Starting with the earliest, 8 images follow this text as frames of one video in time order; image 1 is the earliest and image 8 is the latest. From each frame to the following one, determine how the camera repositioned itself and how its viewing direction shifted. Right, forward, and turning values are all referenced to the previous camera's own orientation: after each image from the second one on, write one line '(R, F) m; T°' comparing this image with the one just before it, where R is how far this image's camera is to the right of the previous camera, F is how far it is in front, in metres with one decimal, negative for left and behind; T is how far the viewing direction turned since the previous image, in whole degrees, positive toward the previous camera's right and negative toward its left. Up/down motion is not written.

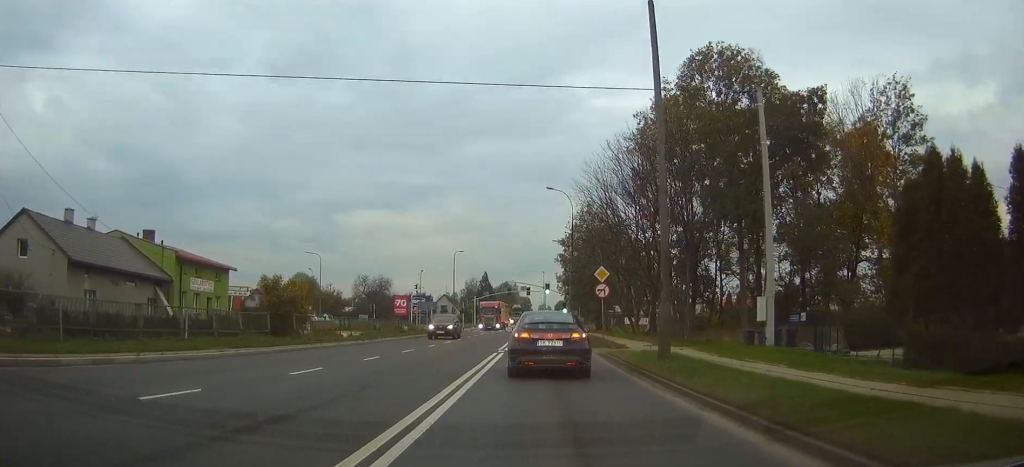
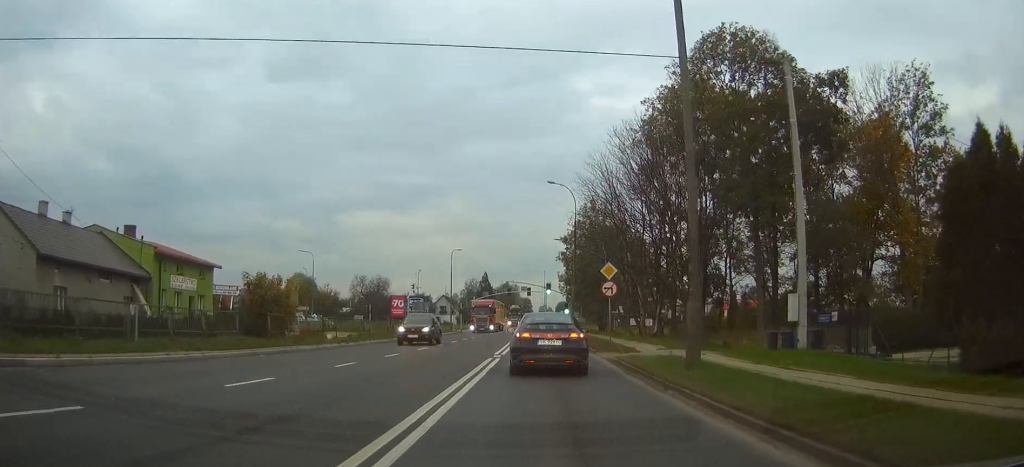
(0.0, +3.1) m; 0°
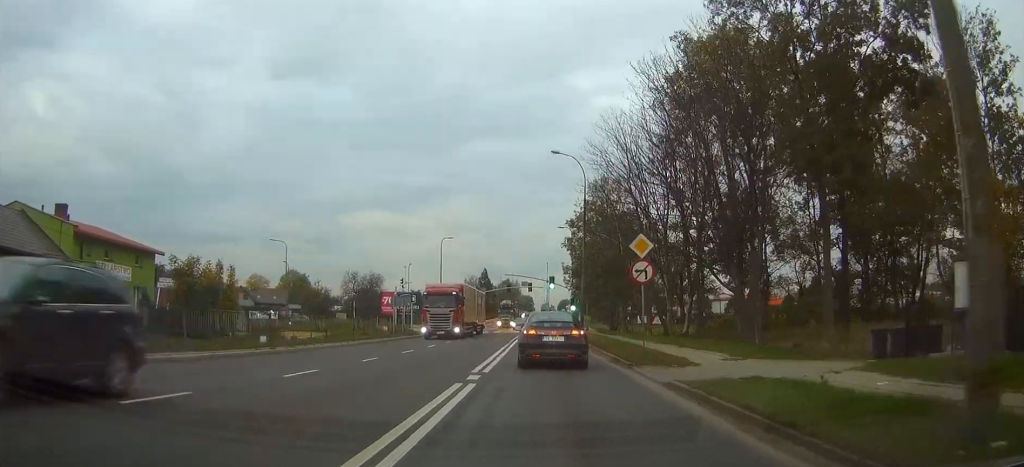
(+0.1, +9.5) m; +1°
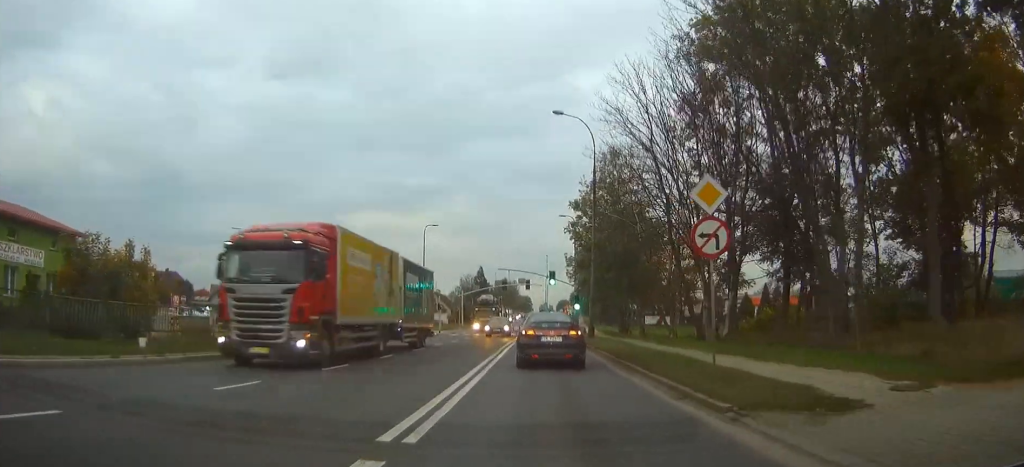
(0.0, +9.0) m; +1°
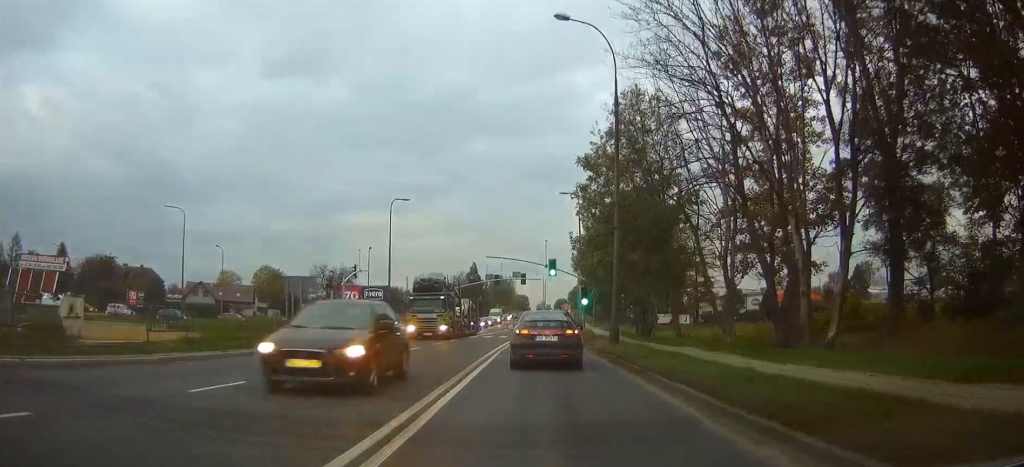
(+0.1, +12.1) m; +1°
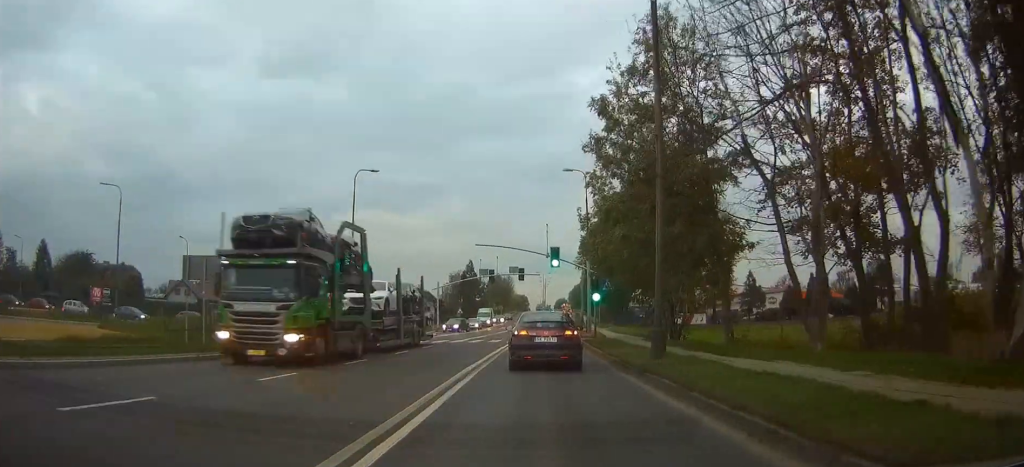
(0.0, +9.0) m; 0°
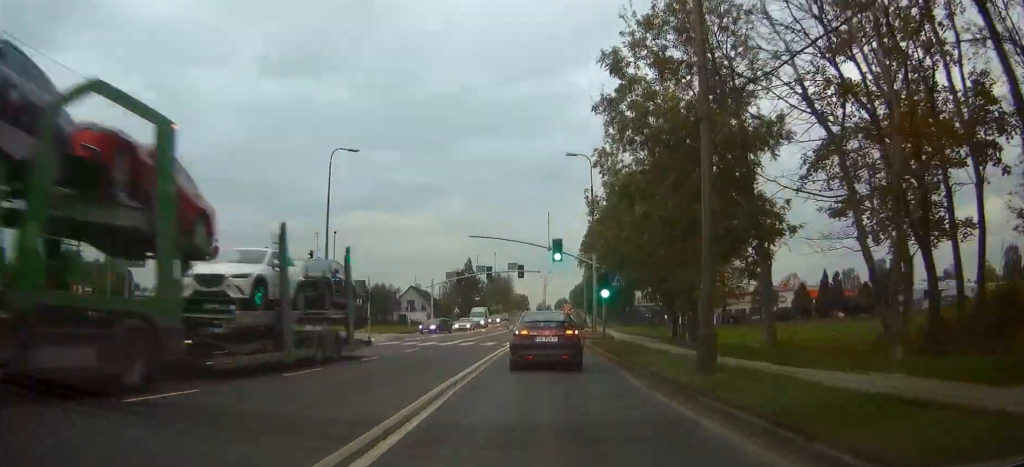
(0.0, +4.2) m; 0°
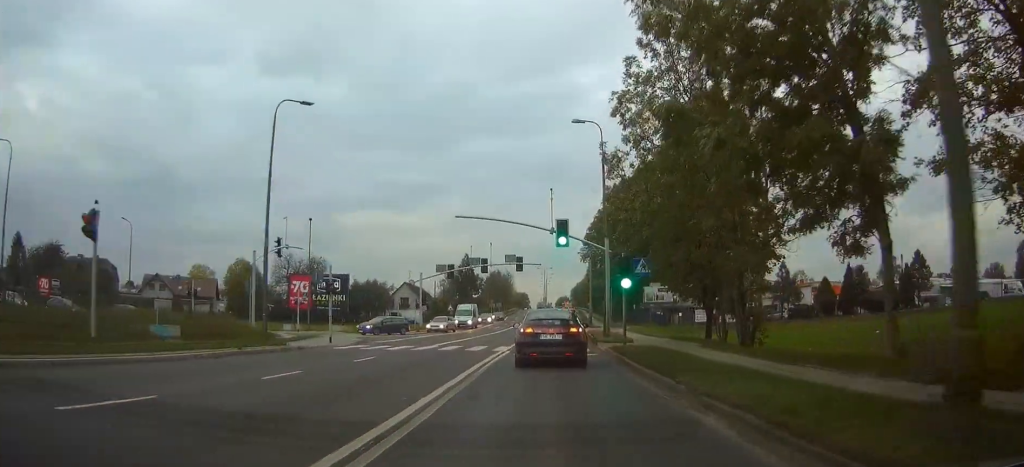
(0.0, +7.5) m; 0°
